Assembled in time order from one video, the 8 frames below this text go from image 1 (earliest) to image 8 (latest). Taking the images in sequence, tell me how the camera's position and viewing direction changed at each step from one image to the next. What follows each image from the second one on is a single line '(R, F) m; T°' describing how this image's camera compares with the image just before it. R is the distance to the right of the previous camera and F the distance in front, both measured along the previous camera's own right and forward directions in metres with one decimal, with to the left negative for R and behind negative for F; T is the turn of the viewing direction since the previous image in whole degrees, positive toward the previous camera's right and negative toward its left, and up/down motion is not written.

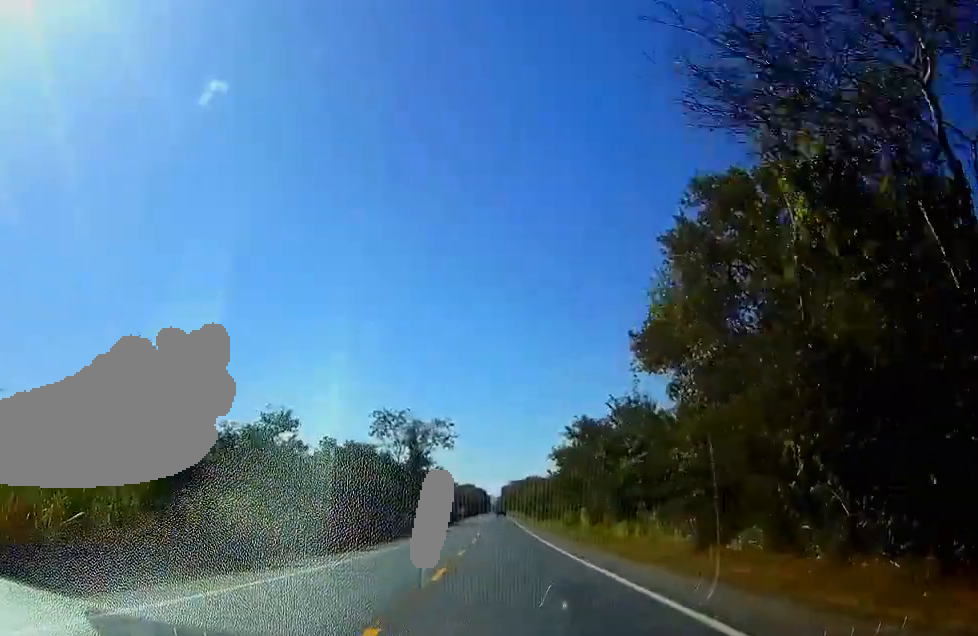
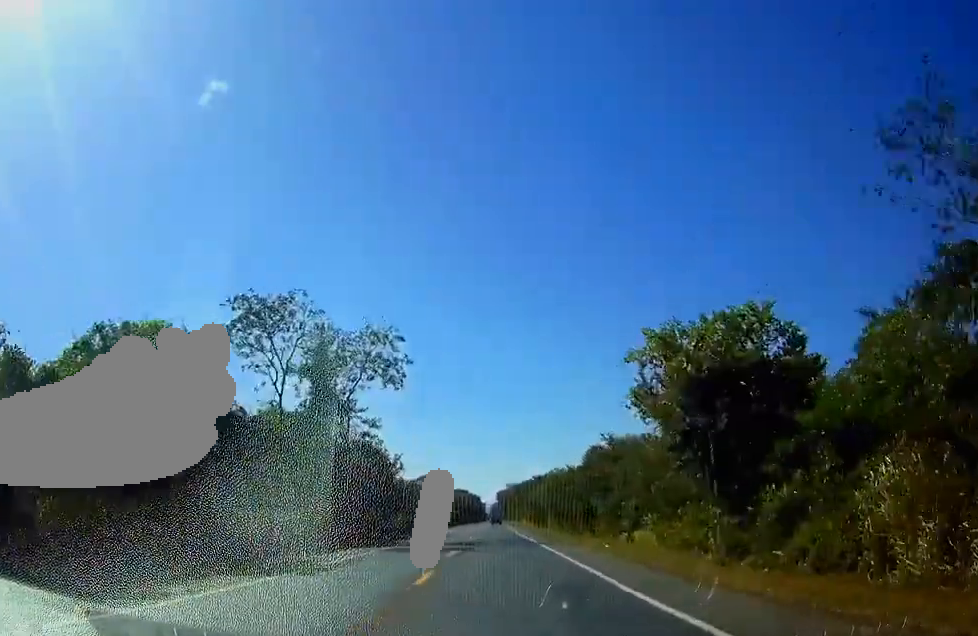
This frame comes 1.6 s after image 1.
(0.0, +55.4) m; 0°
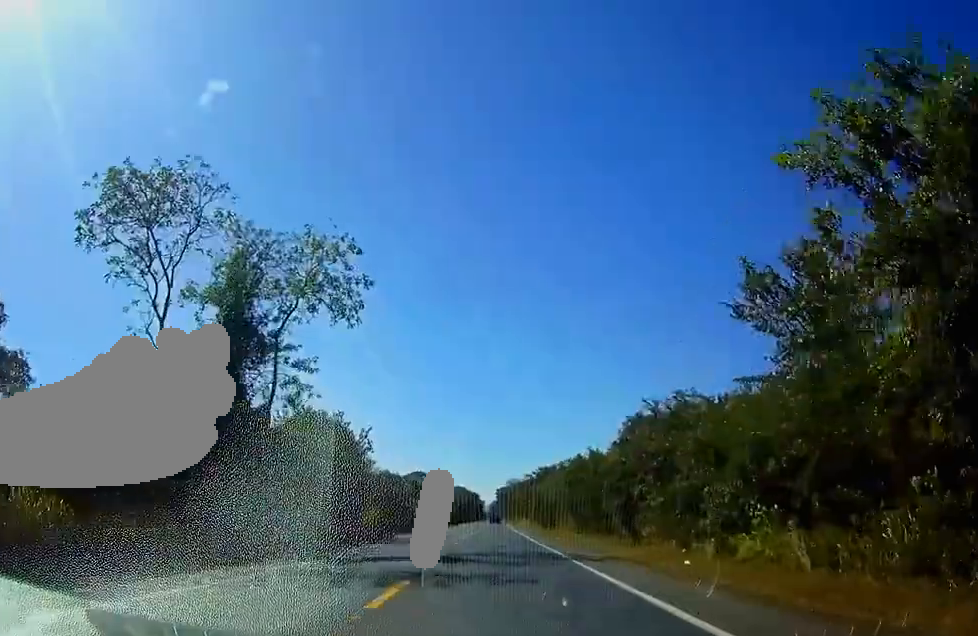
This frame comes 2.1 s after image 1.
(+0.1, +18.3) m; 0°
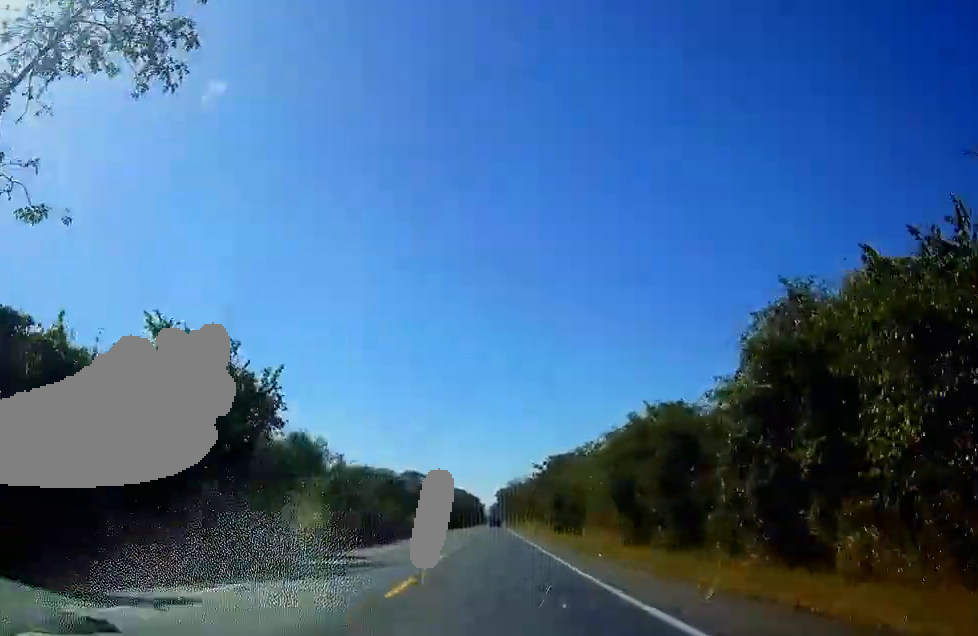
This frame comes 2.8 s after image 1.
(0.0, +22.8) m; 0°
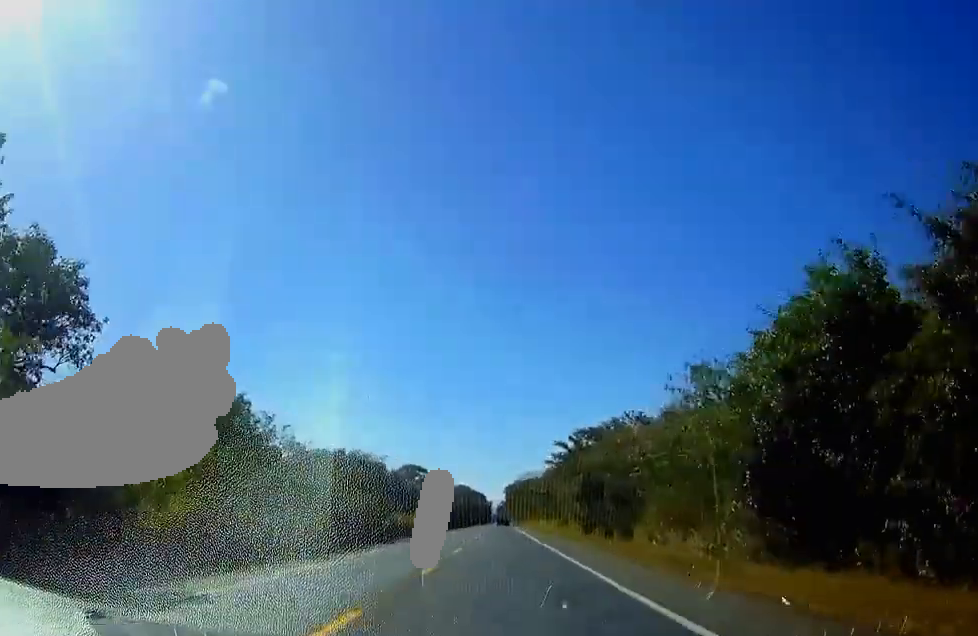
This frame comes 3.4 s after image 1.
(0.0, +20.6) m; 0°
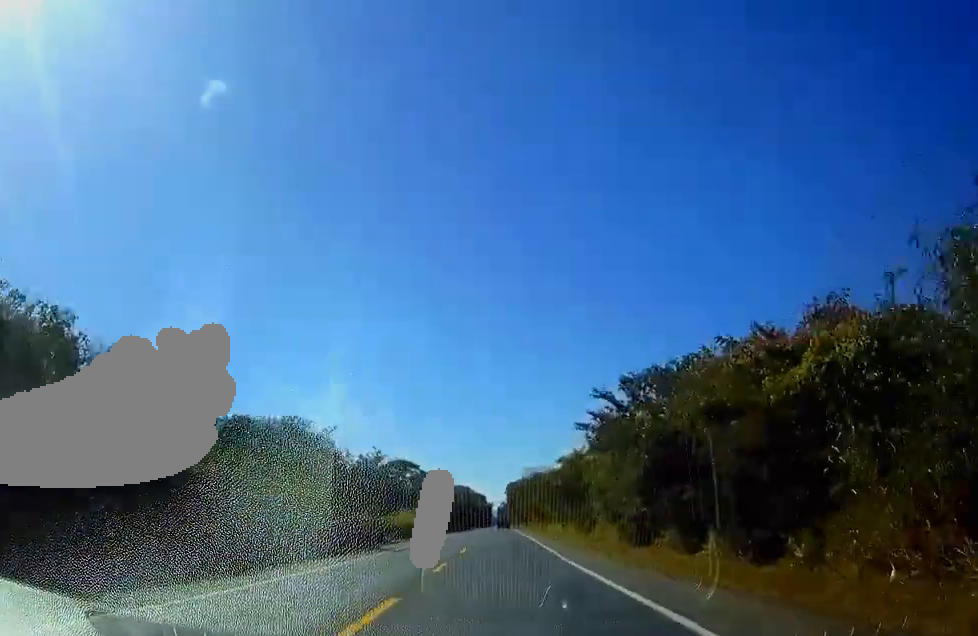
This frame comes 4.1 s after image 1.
(0.0, +22.9) m; 0°
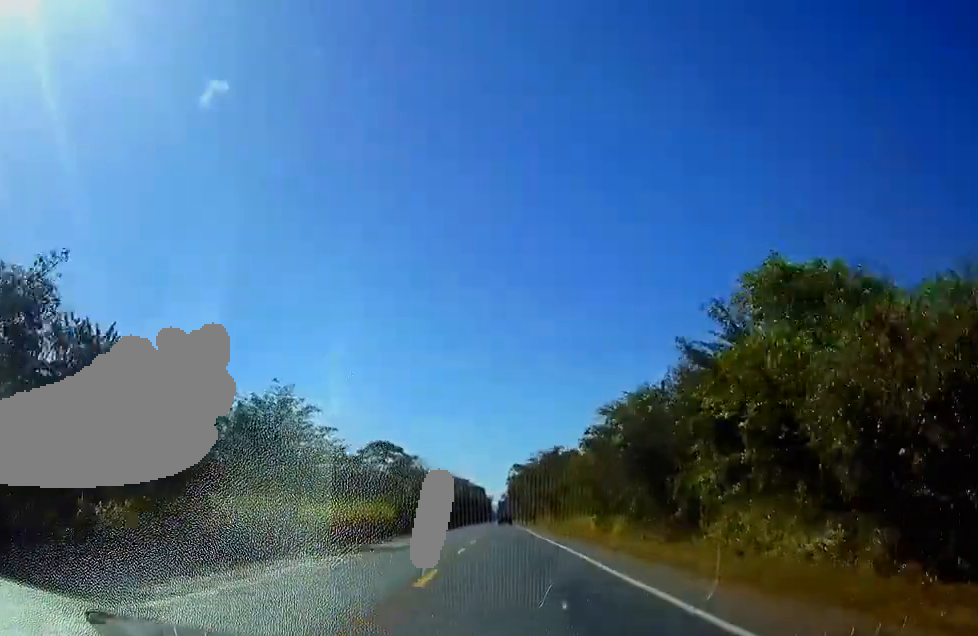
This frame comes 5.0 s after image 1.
(-0.1, +32.1) m; 0°
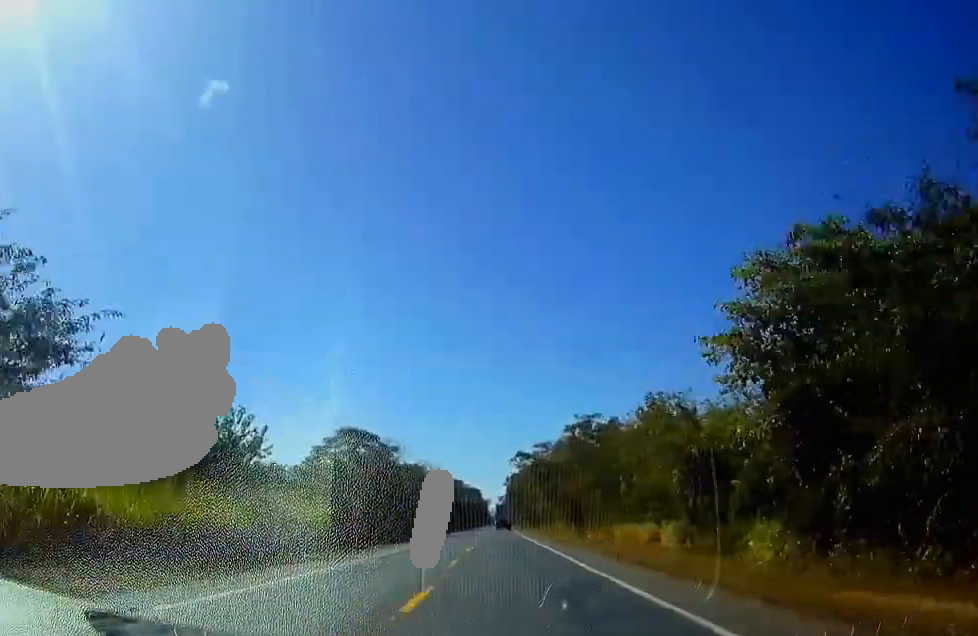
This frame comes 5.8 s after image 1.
(0.0, +28.6) m; 0°
